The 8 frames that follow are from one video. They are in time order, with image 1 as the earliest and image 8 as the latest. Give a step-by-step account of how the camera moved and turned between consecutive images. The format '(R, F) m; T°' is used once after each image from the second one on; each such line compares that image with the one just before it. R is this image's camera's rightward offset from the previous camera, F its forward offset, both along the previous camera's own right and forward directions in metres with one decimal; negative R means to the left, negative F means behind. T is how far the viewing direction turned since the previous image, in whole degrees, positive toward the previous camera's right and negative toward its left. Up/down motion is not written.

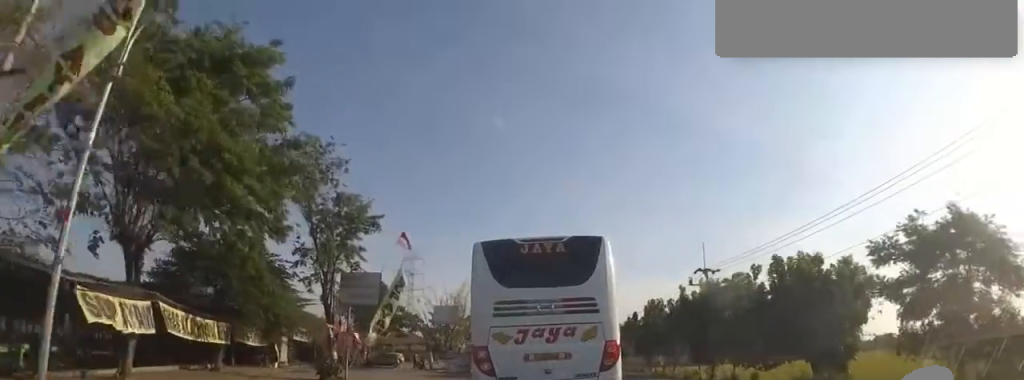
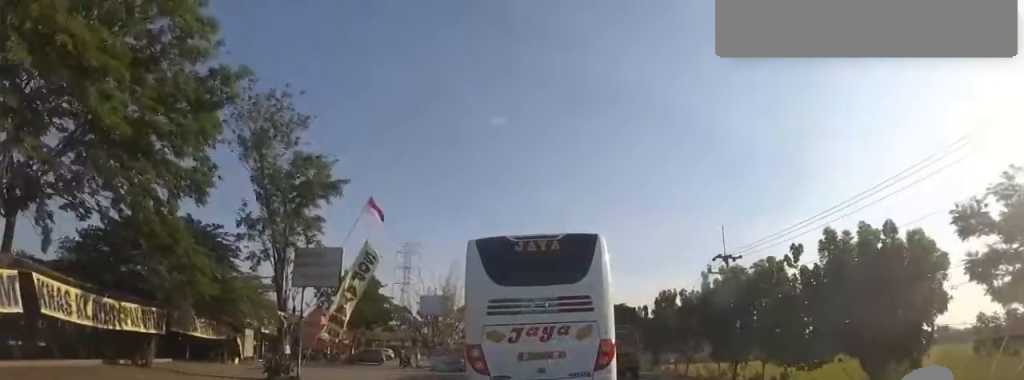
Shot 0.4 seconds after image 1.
(+0.3, +4.5) m; -3°
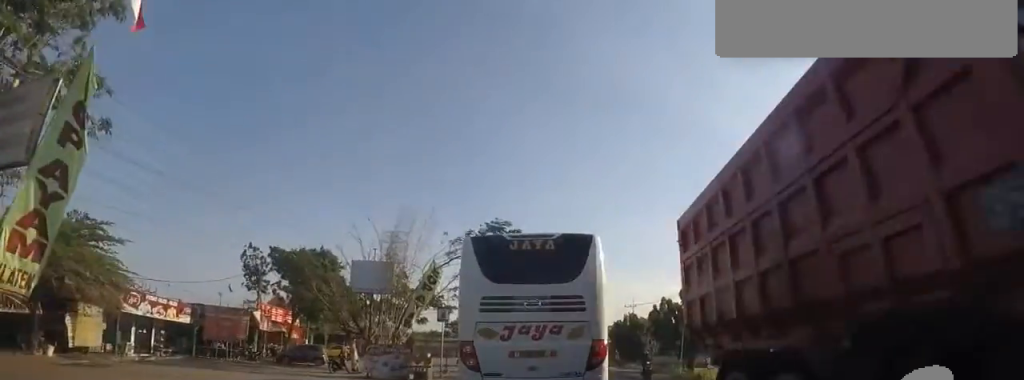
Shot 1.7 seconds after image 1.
(-0.9, +12.2) m; +3°
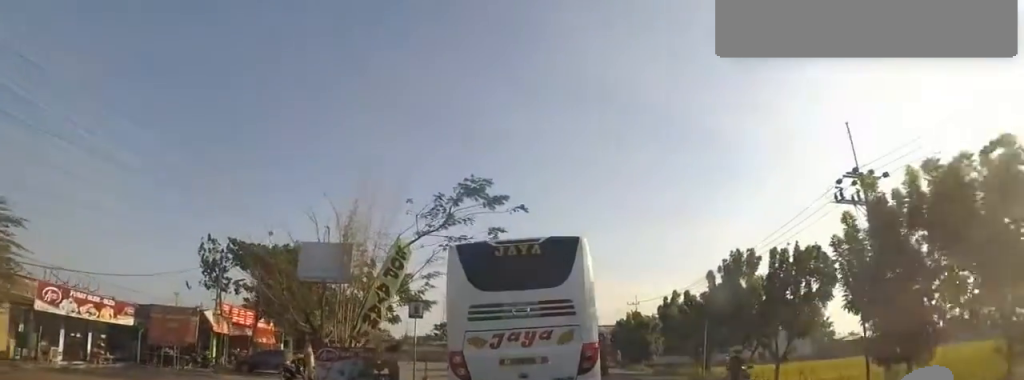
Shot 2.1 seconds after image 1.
(+0.9, +4.4) m; 0°
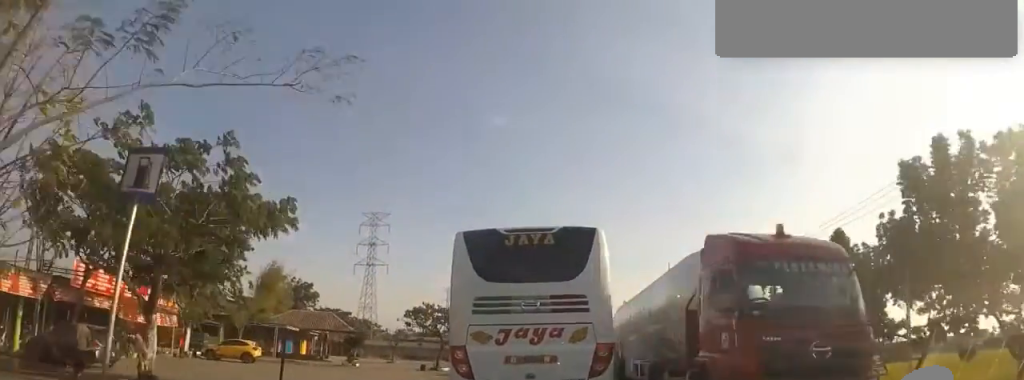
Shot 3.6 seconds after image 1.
(-1.0, +13.6) m; +1°
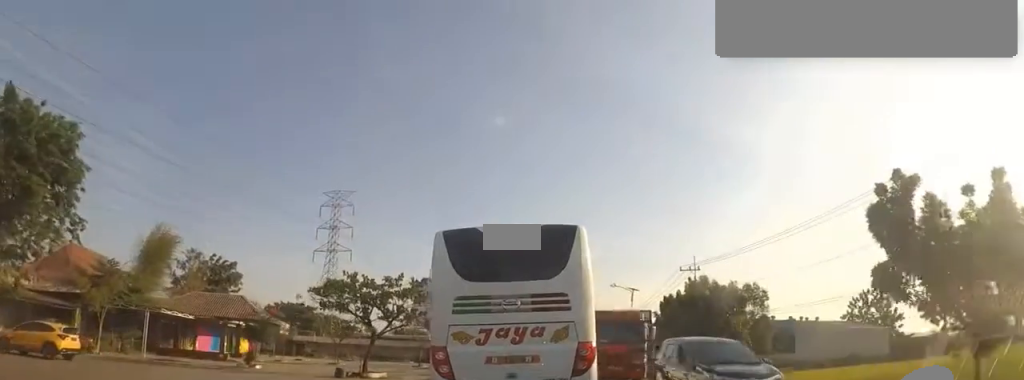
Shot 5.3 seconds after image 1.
(+1.3, +13.7) m; 0°
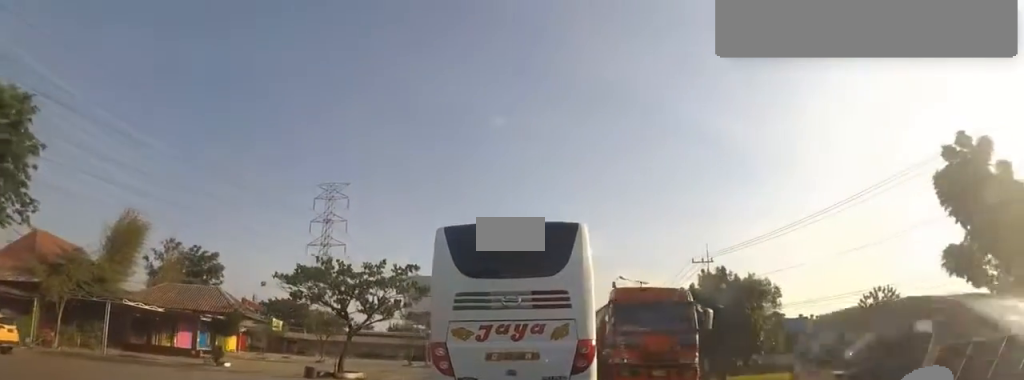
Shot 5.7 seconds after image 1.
(-0.1, +3.2) m; 0°
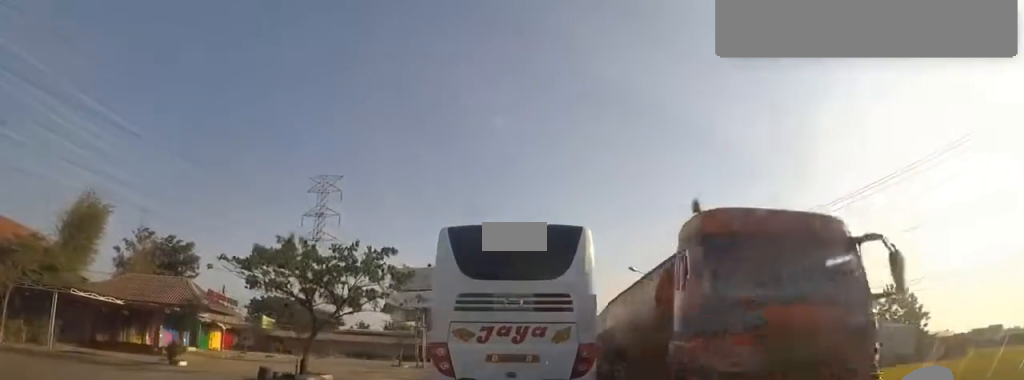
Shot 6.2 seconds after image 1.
(+0.1, +3.8) m; +2°
